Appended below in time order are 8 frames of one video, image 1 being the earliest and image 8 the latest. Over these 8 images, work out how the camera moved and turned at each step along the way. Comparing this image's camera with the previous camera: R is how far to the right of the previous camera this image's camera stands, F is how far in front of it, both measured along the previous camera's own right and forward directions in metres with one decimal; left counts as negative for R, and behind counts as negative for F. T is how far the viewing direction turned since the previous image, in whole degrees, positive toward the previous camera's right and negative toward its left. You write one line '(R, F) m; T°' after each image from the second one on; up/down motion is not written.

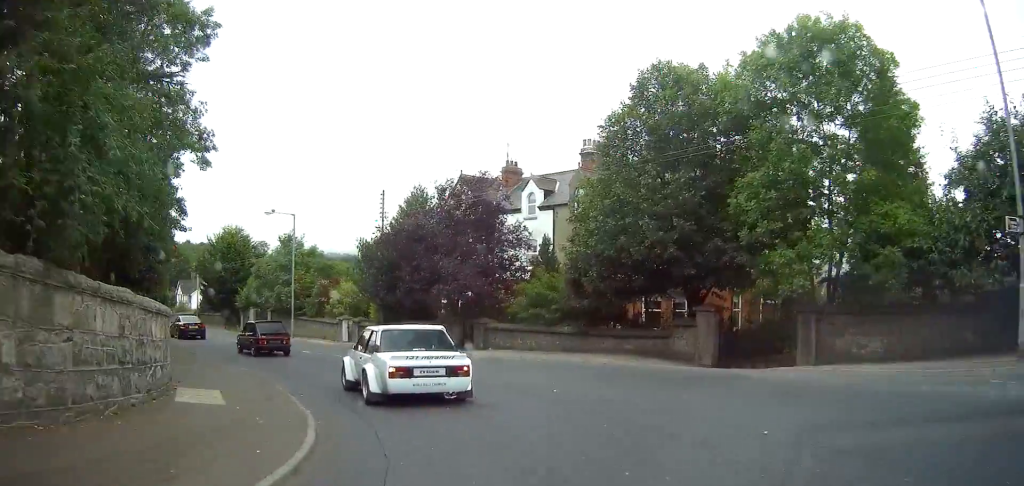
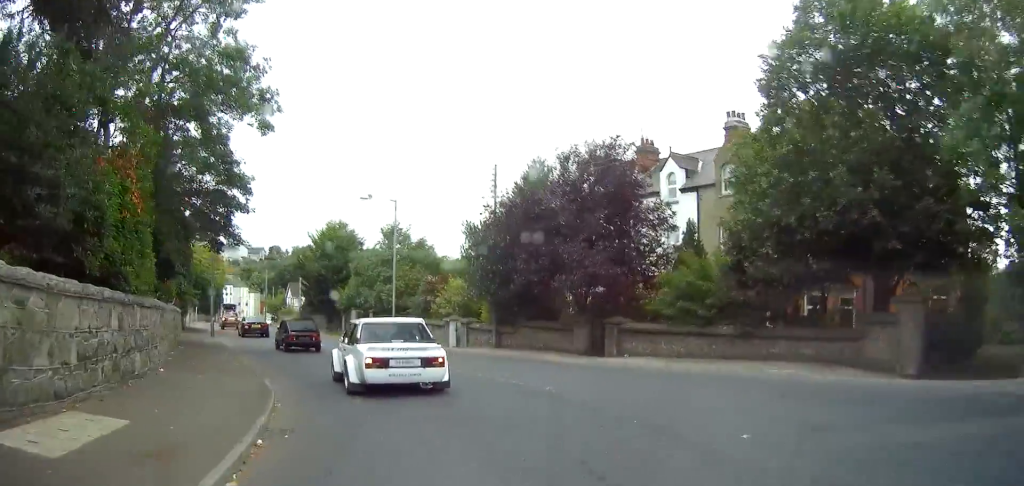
(-0.3, +6.0) m; -9°
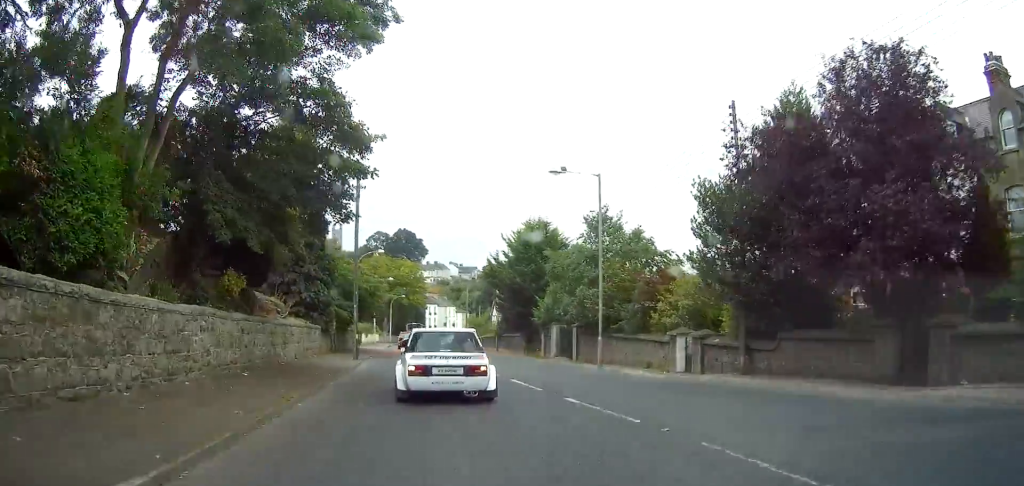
(-1.4, +9.3) m; -16°
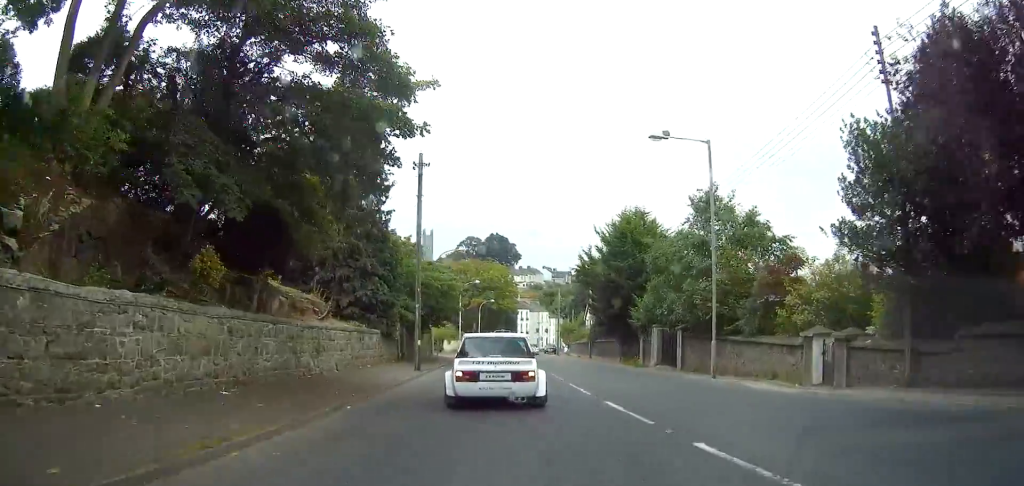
(-0.1, +4.9) m; -8°
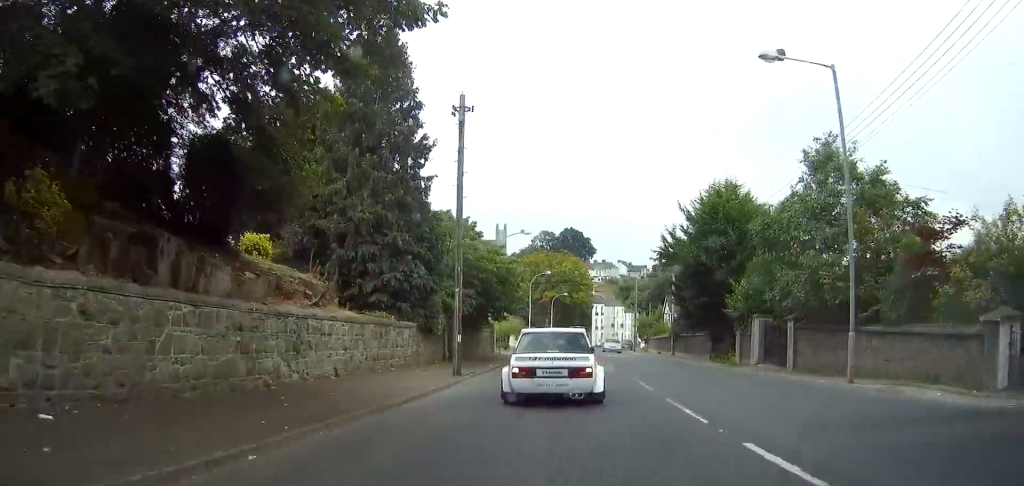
(-0.7, +5.8) m; -3°
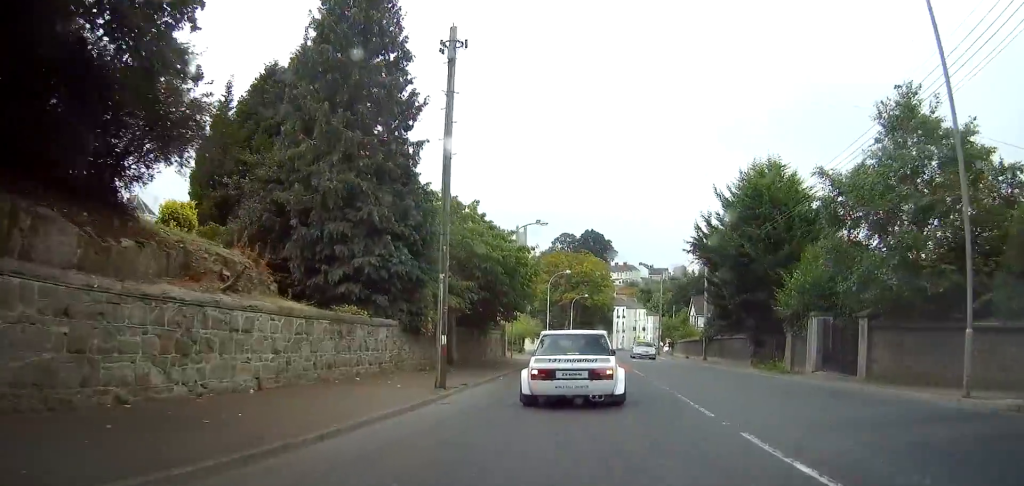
(-0.1, +4.6) m; -1°
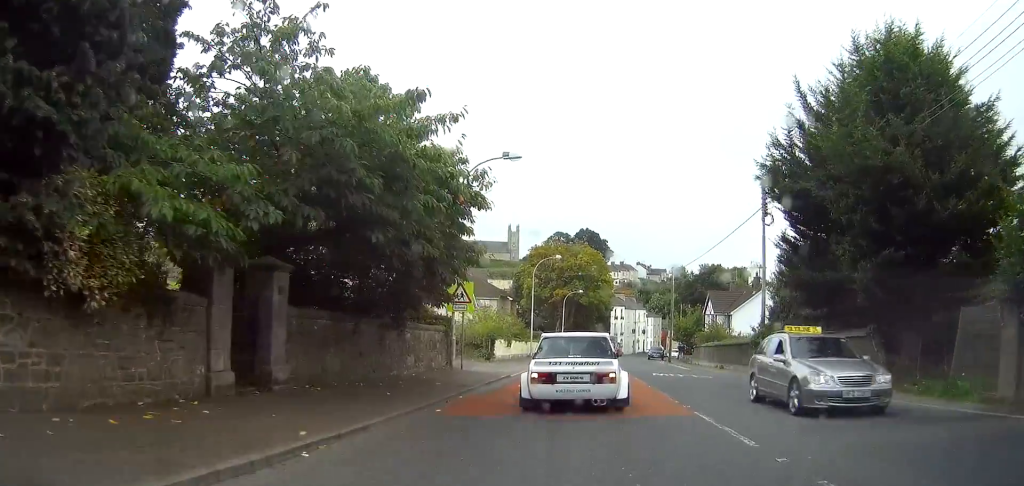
(-0.2, +14.8) m; -2°
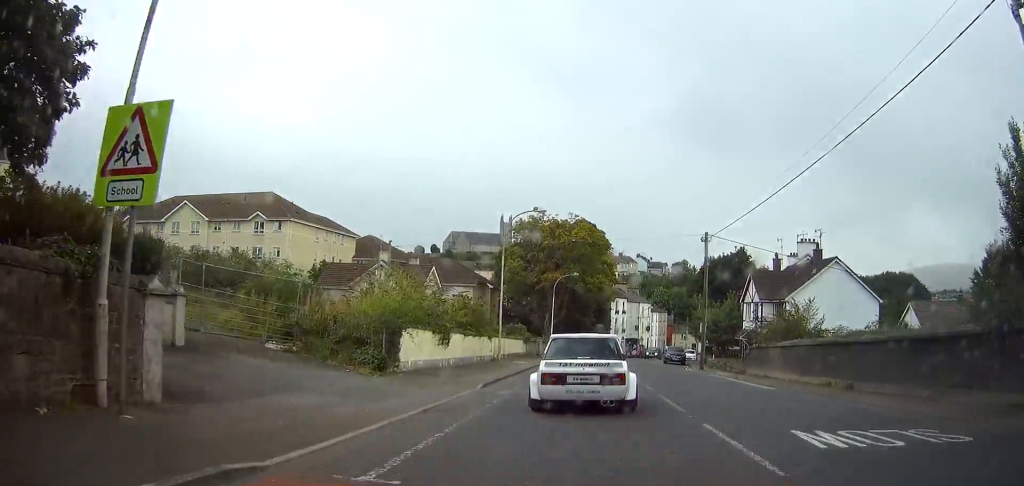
(+1.3, +20.7) m; +4°
